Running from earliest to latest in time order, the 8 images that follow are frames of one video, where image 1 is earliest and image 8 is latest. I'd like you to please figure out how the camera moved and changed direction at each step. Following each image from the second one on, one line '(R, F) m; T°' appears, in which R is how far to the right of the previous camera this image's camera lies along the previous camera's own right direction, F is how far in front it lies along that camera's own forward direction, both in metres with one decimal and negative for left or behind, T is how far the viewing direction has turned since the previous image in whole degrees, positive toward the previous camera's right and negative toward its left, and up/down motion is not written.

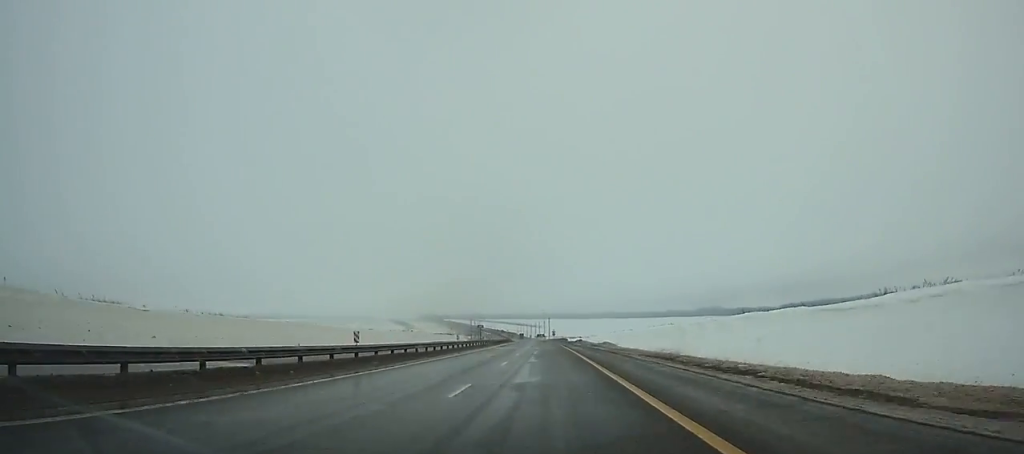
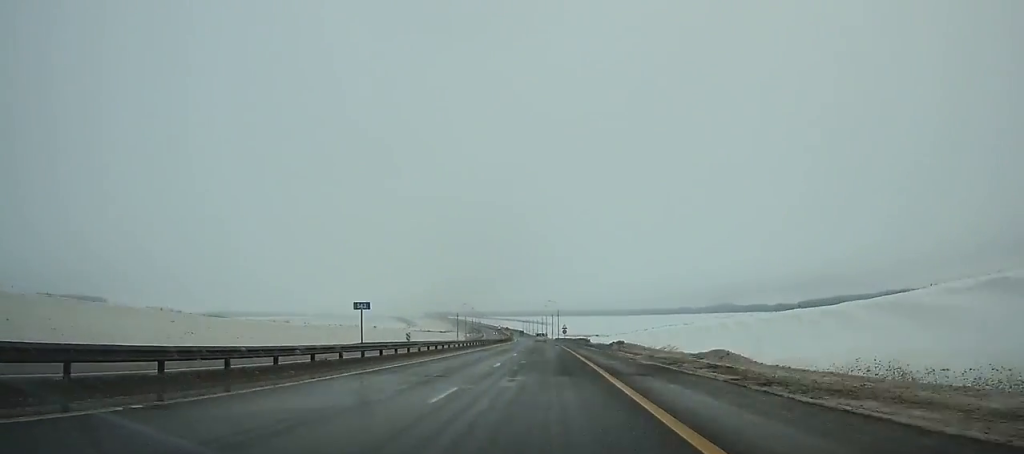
(-0.4, +47.9) m; -1°
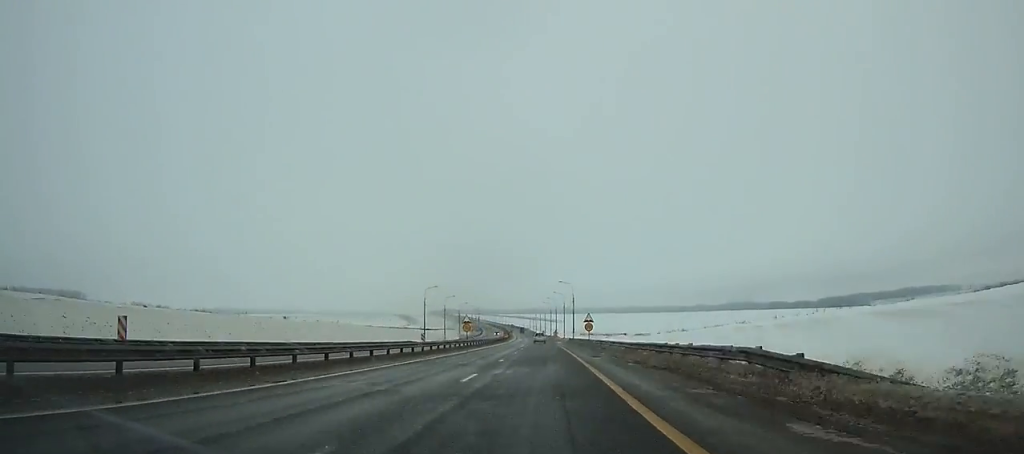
(-0.5, +55.6) m; -1°
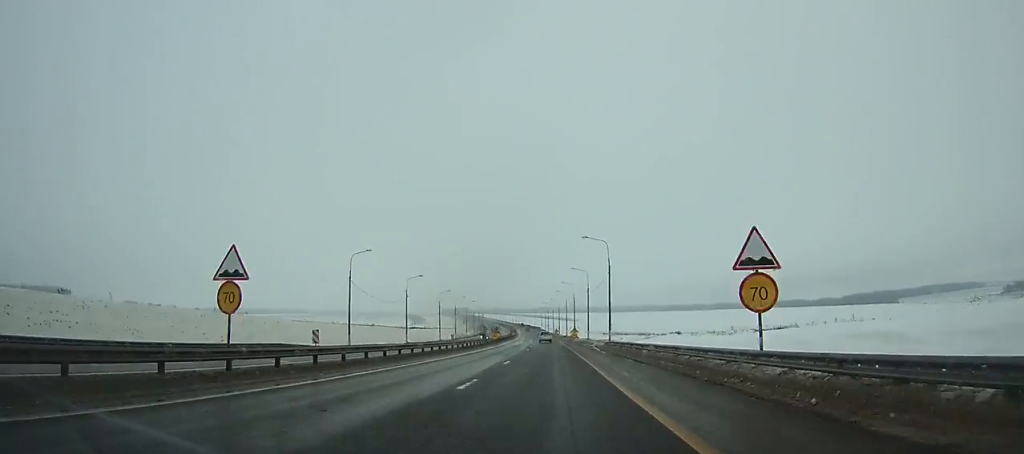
(-0.2, +49.6) m; -1°
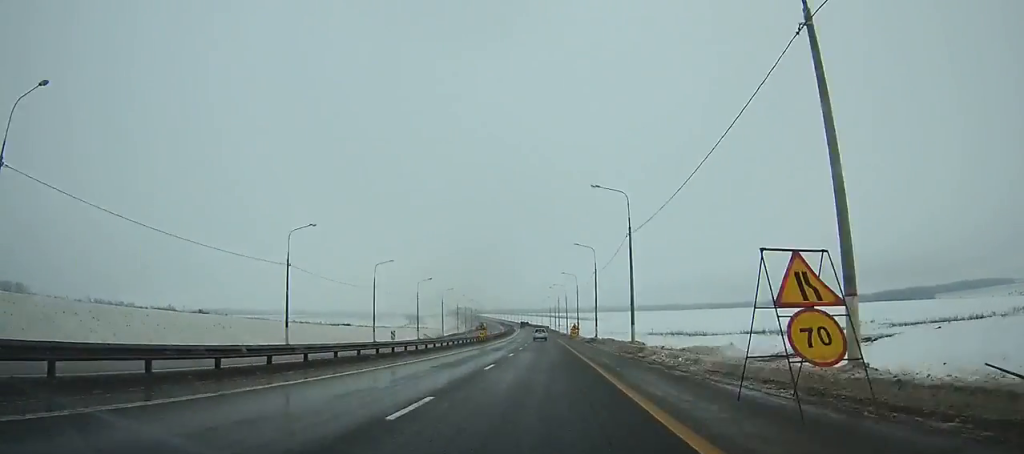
(-0.9, +75.1) m; -1°
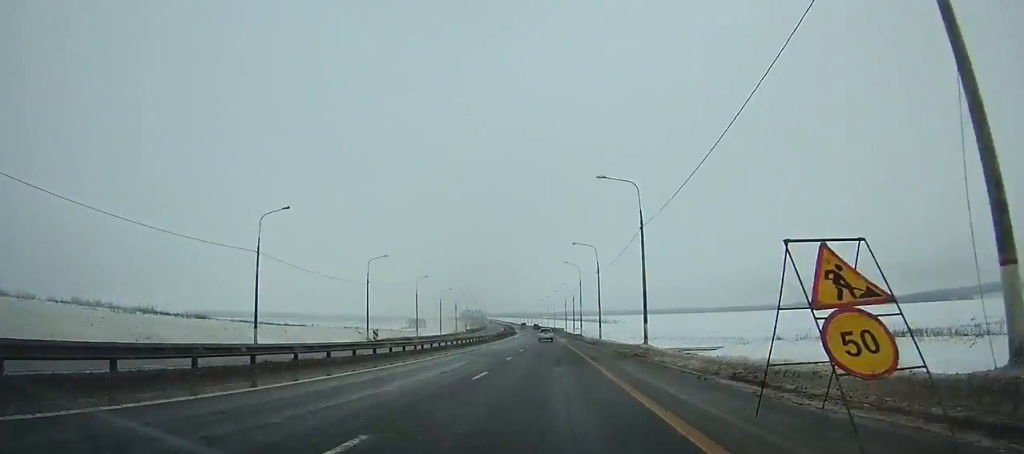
(-1.0, +62.2) m; -1°
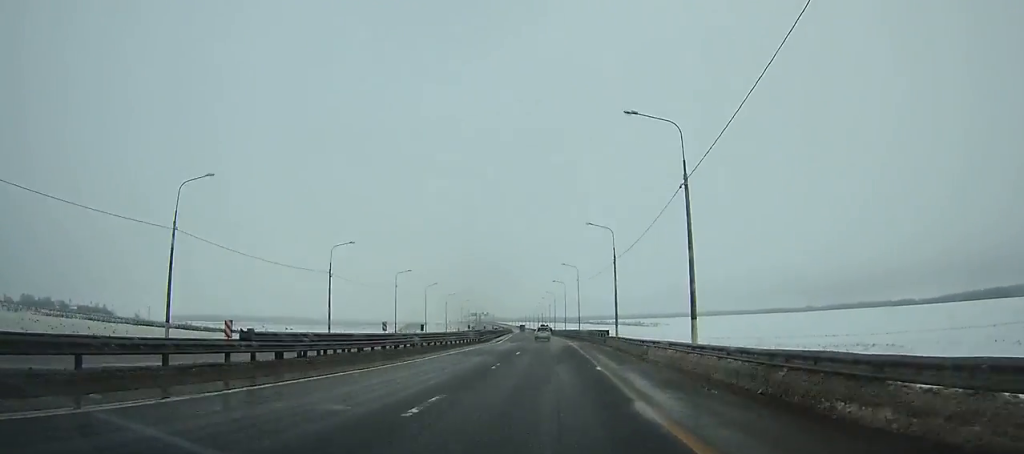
(-1.1, +97.1) m; -2°
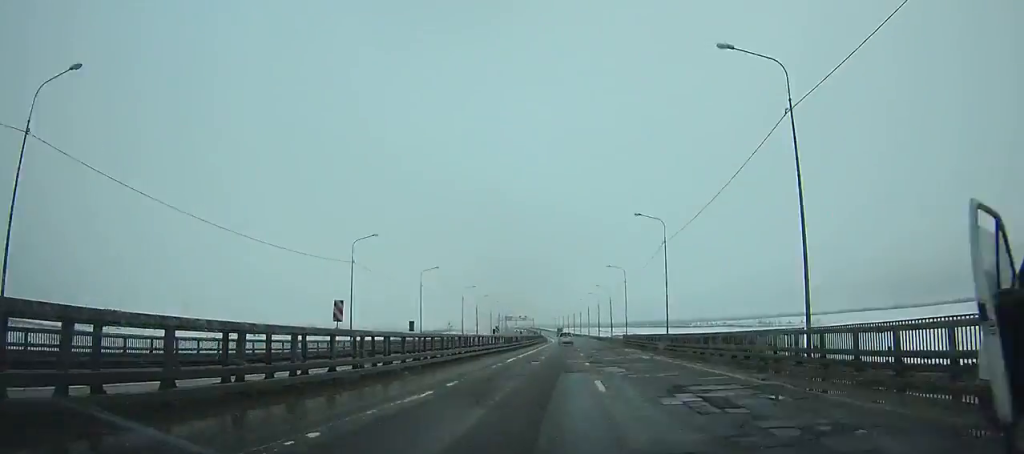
(-6.7, +141.1) m; -3°
